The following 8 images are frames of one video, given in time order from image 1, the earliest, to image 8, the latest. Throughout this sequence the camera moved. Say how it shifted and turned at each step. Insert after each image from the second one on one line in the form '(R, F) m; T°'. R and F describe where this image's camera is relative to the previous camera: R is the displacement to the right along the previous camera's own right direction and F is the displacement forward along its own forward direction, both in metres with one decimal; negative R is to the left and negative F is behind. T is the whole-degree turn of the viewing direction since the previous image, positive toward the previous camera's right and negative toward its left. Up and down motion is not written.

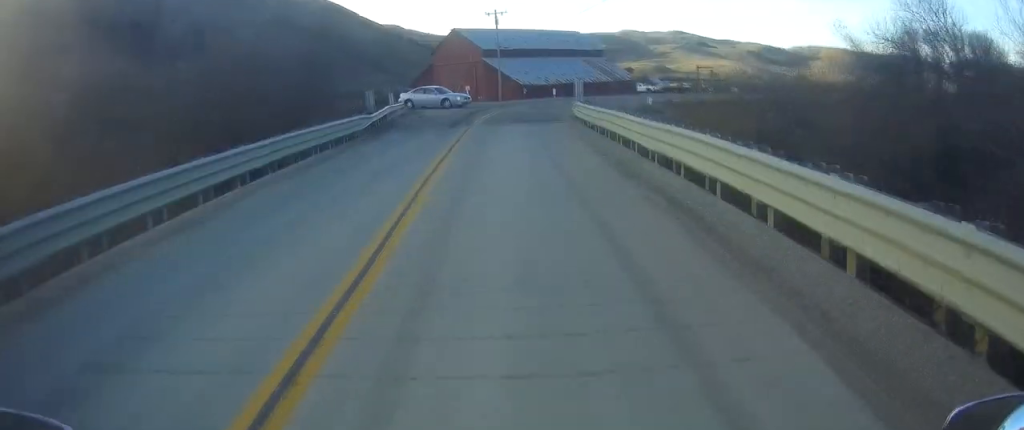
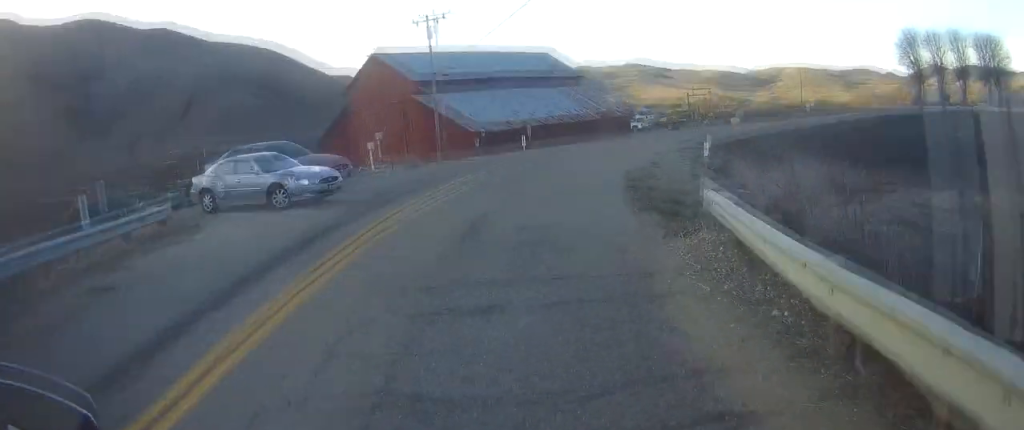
(+0.9, +25.7) m; +9°
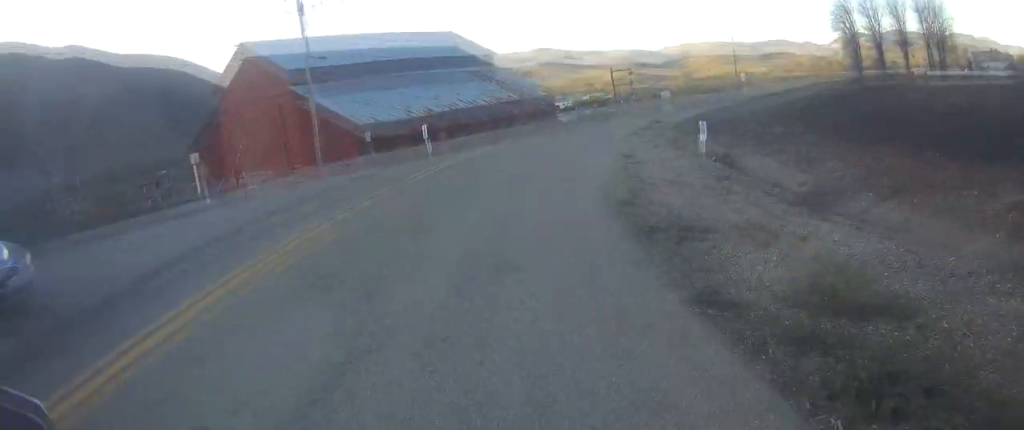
(+0.7, +11.5) m; +7°
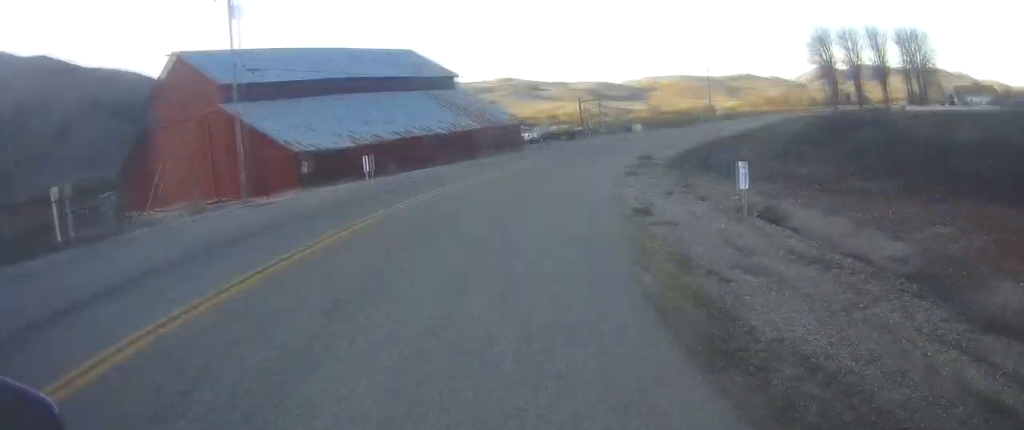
(-0.2, +6.5) m; +4°
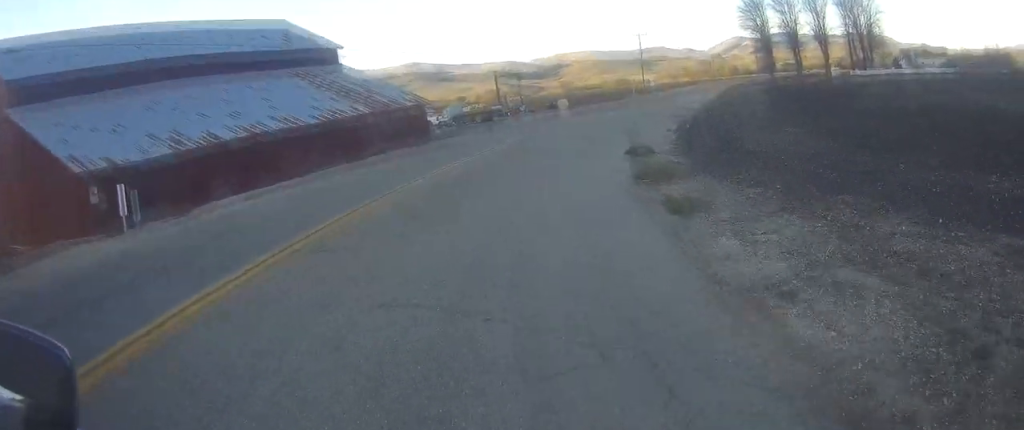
(+1.4, +14.3) m; +11°
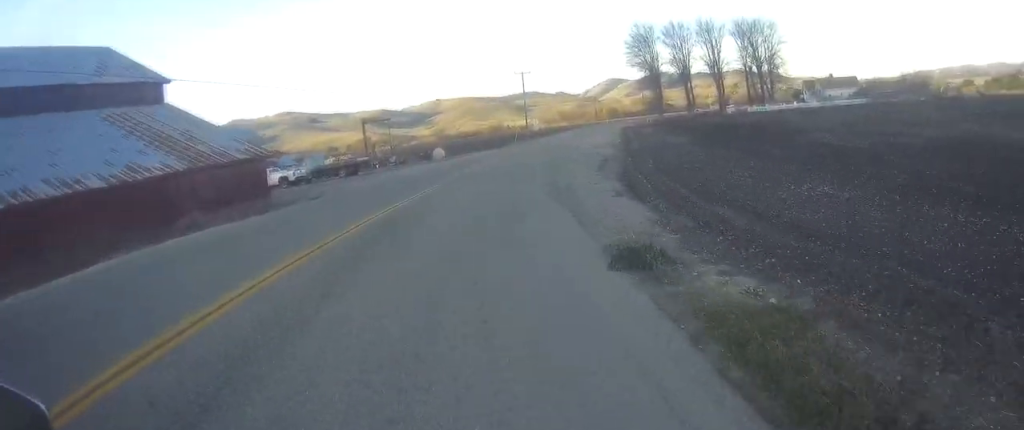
(+0.9, +10.6) m; +7°
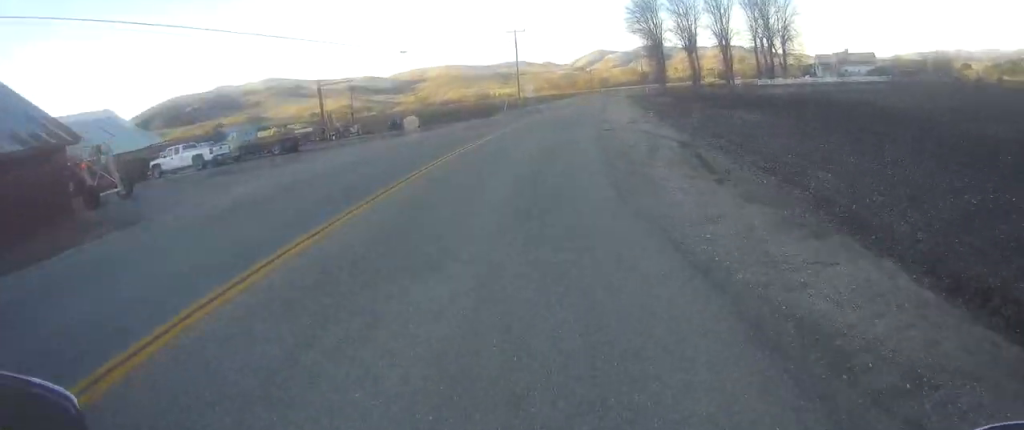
(+1.3, +16.2) m; +7°
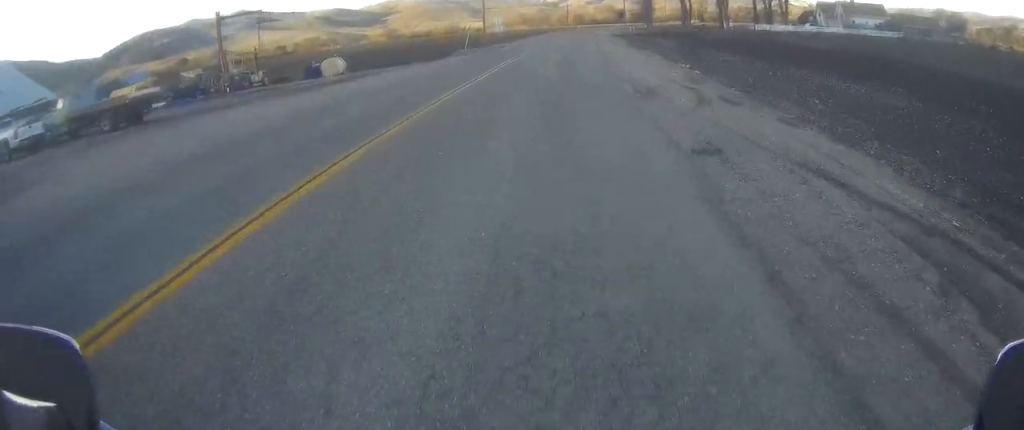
(+0.5, +18.0) m; +2°
